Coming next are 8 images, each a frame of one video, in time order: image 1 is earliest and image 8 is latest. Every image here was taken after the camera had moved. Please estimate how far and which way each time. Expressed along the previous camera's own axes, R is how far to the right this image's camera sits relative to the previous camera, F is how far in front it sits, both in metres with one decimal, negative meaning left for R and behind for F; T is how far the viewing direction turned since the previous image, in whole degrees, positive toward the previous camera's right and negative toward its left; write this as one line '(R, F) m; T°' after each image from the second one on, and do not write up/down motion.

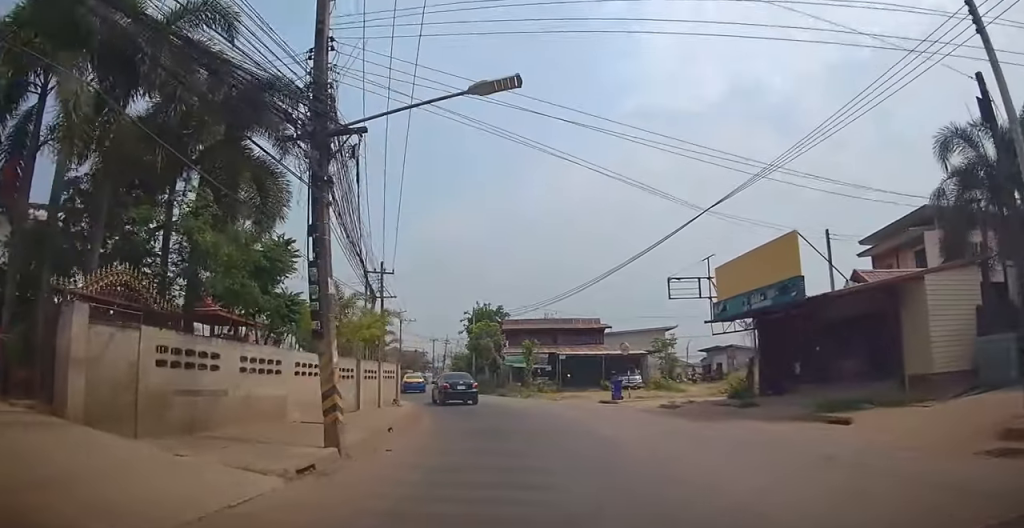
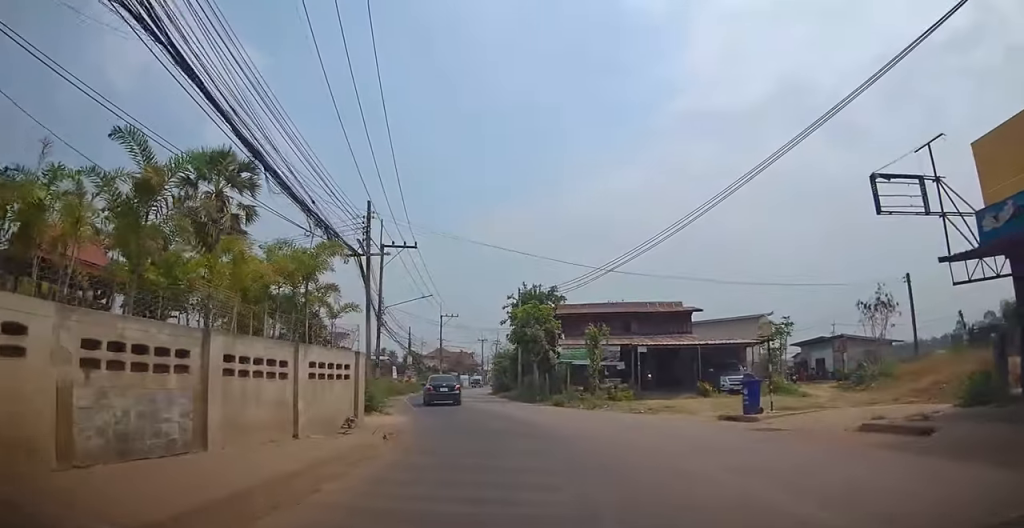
(0.0, +11.9) m; -4°
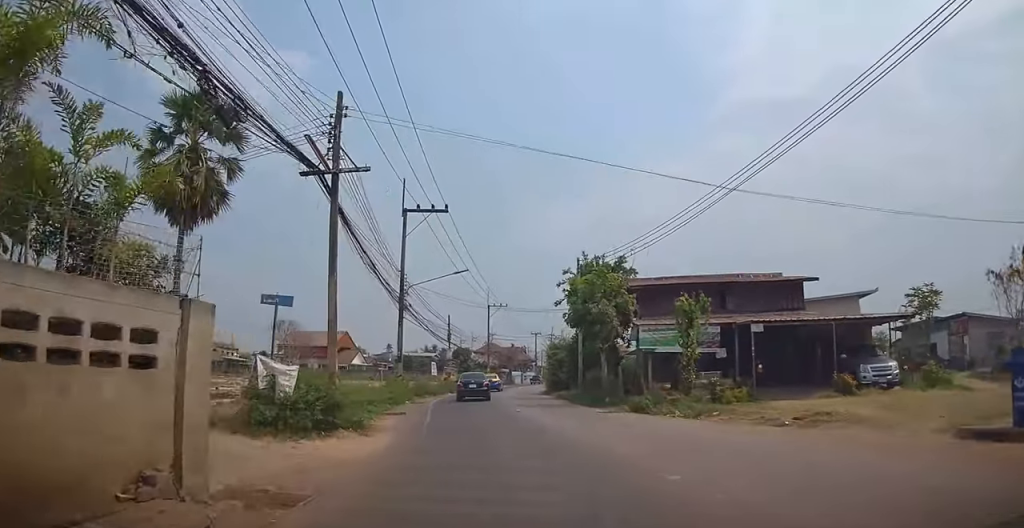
(-0.6, +8.5) m; -11°
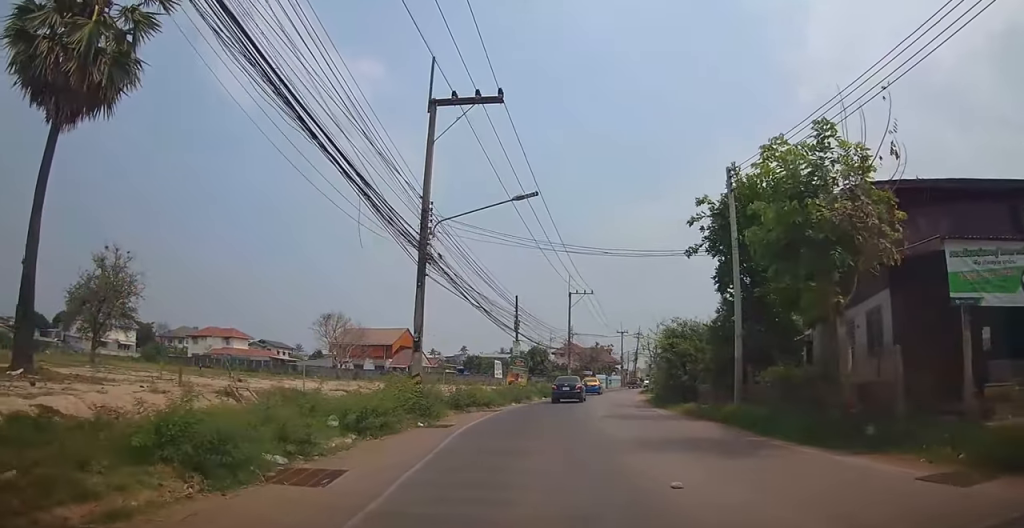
(-1.0, +13.2) m; -3°
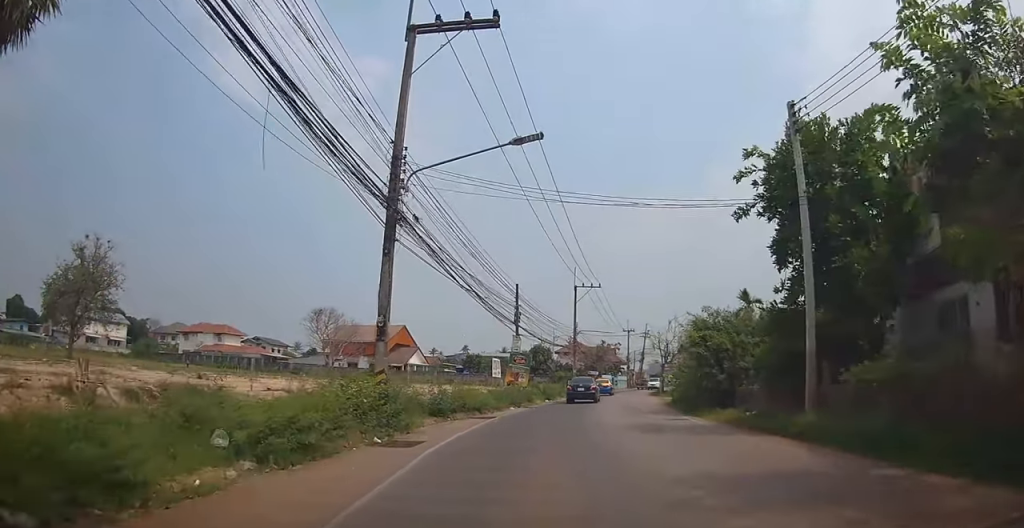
(+0.5, +4.3) m; 0°
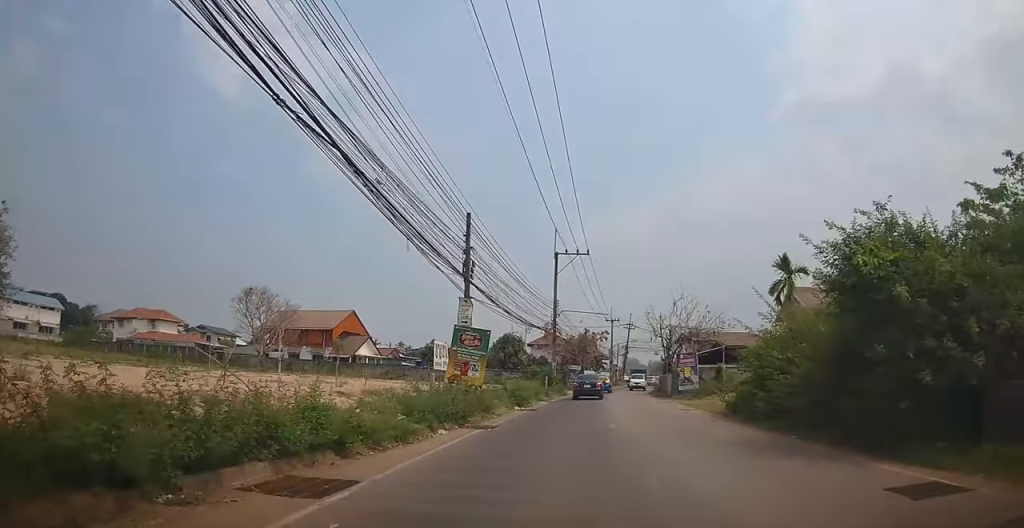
(-1.4, +12.5) m; -3°
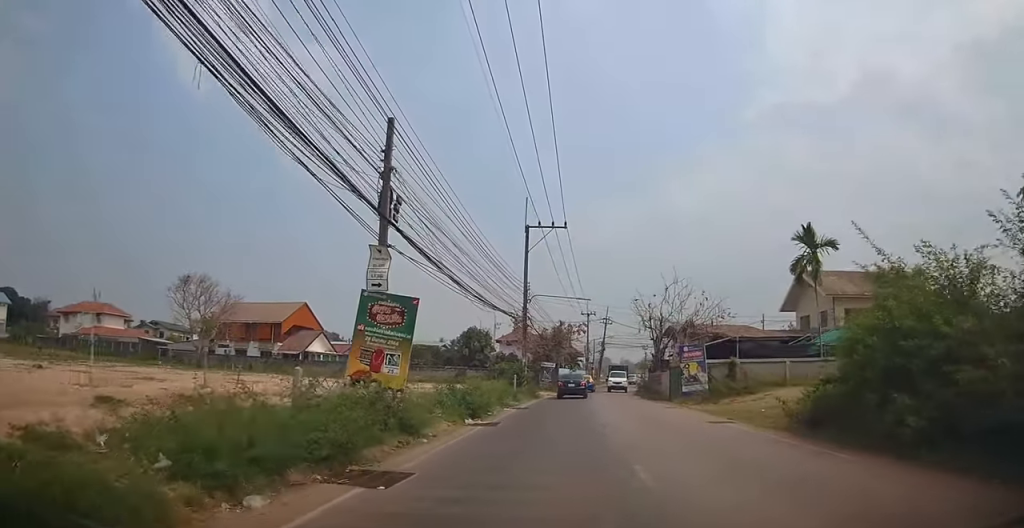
(+0.3, +7.1) m; +3°
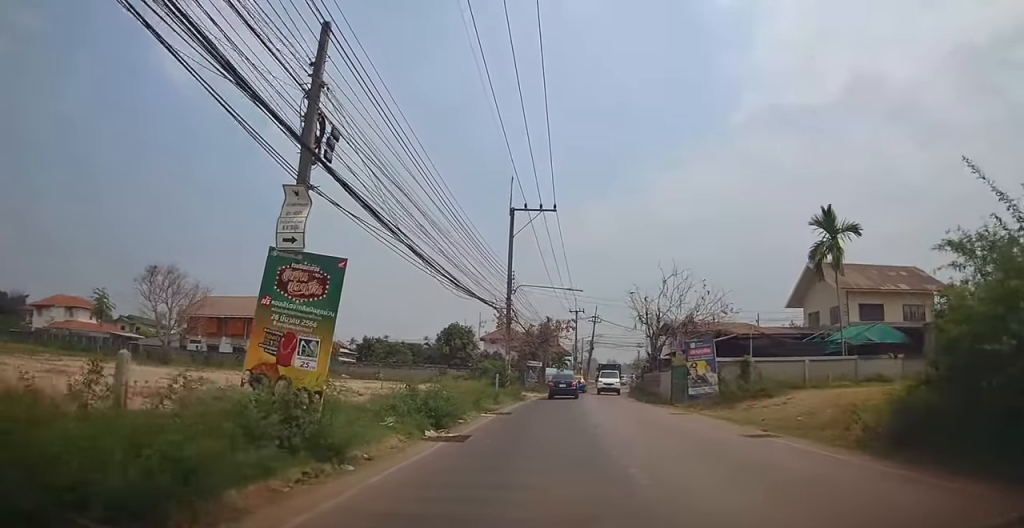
(+0.4, +3.6) m; 0°
